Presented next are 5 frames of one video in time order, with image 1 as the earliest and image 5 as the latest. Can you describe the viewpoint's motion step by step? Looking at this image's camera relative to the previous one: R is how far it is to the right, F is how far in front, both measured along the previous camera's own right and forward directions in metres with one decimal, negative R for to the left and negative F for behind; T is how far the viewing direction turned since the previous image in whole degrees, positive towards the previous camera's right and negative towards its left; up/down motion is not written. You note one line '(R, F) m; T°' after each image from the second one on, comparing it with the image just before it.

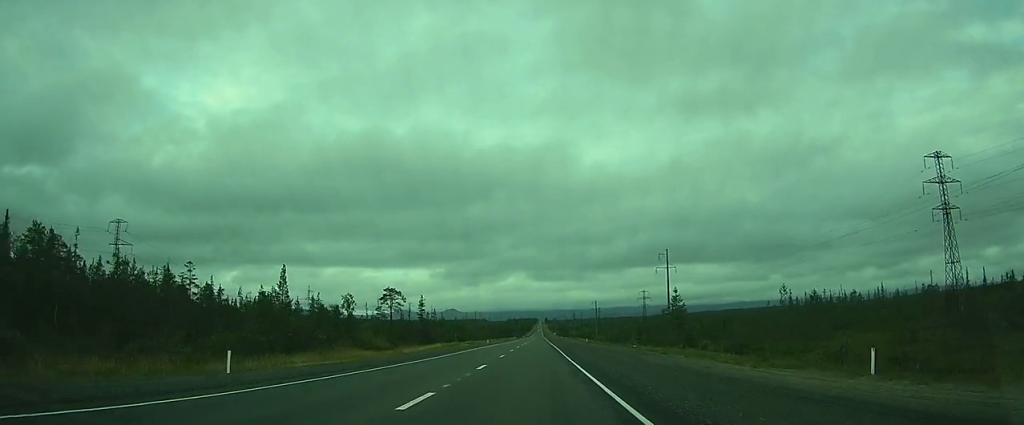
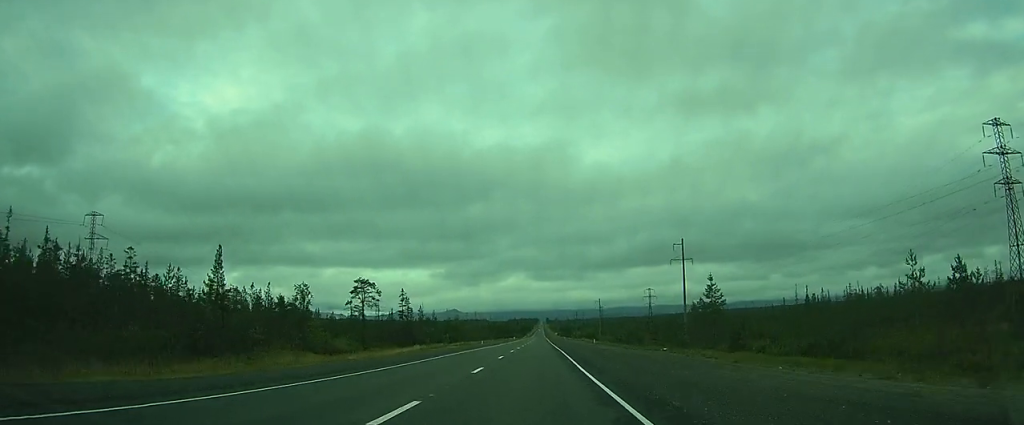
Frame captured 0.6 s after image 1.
(0.0, +13.7) m; 0°
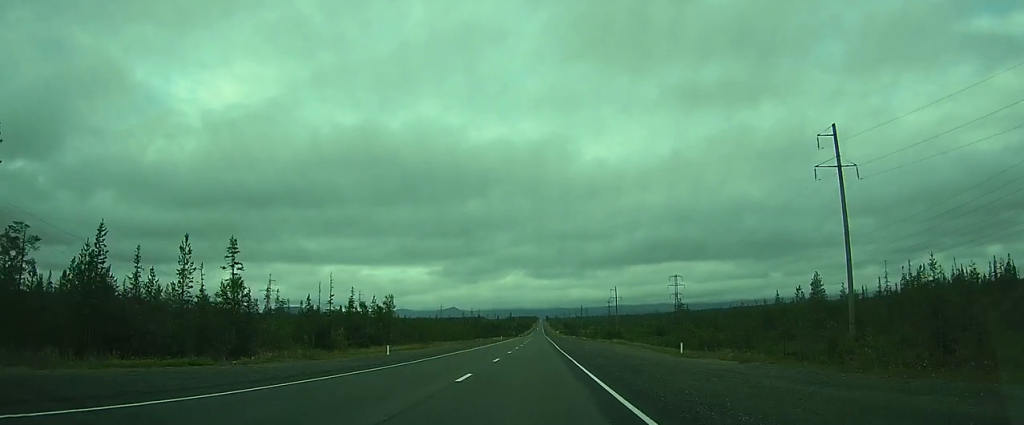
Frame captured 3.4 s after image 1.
(-0.8, +63.3) m; -1°
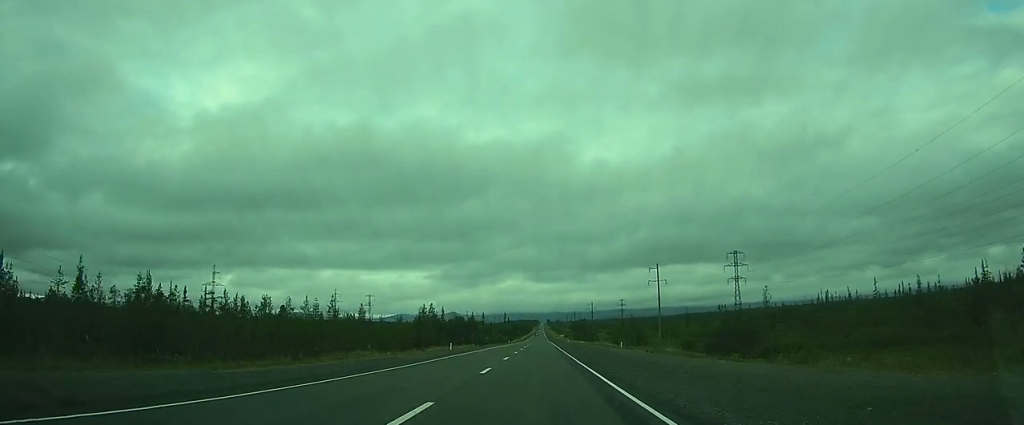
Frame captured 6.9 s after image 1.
(+0.2, +77.9) m; 0°
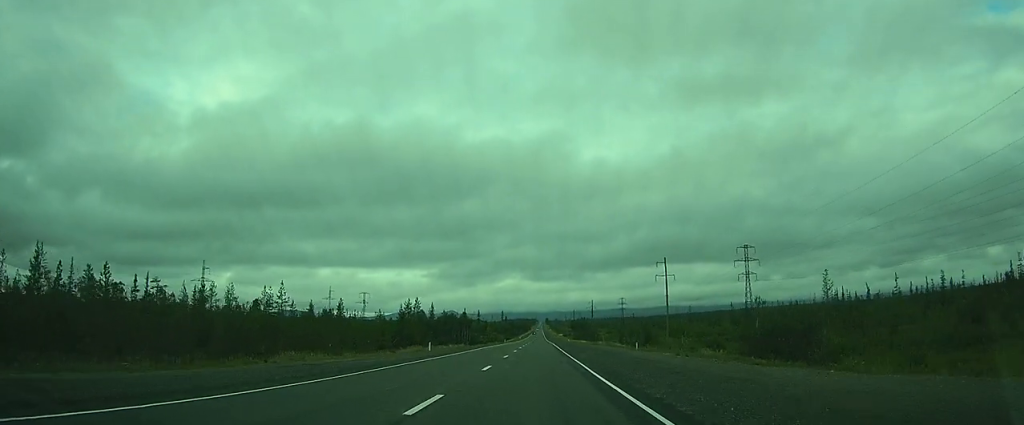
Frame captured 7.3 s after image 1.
(0.0, +10.5) m; 0°
